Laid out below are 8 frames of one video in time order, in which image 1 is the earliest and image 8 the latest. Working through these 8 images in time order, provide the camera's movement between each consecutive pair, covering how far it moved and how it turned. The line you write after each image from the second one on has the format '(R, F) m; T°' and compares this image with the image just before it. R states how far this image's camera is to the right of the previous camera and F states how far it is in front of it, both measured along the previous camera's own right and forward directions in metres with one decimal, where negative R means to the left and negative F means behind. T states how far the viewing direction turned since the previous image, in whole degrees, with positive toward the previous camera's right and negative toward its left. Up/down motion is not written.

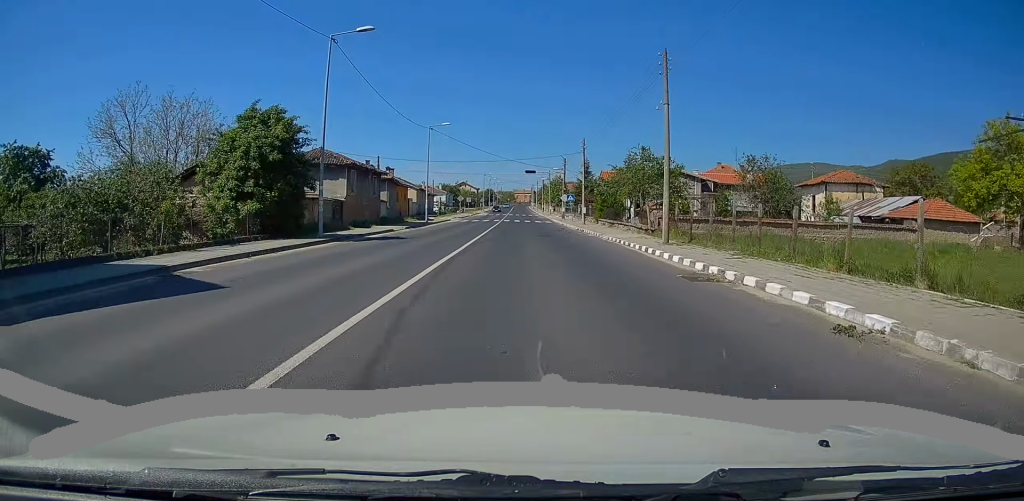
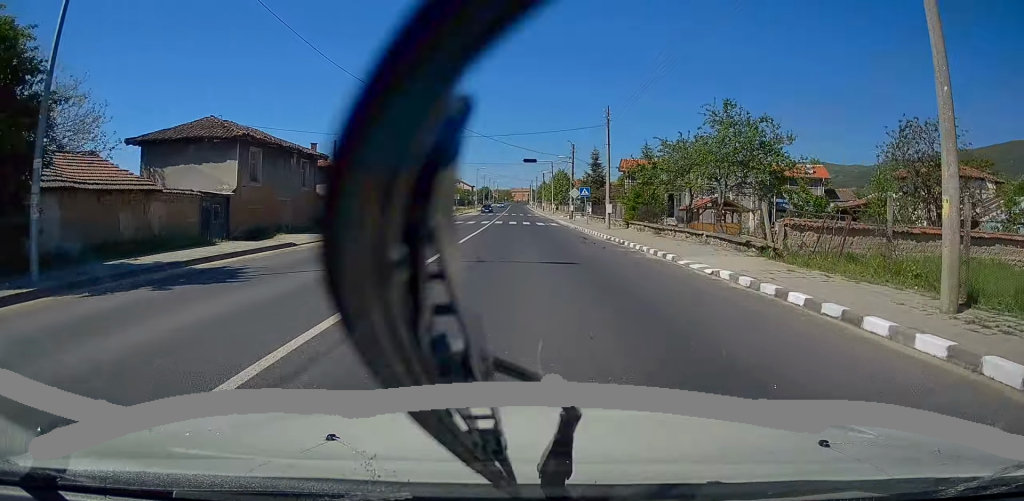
(0.0, +15.6) m; -1°
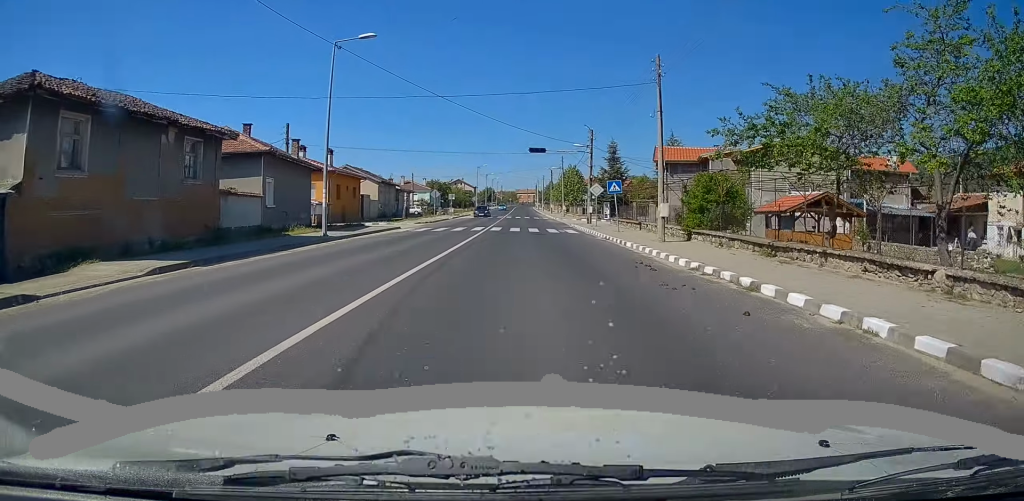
(-0.2, +12.4) m; 0°
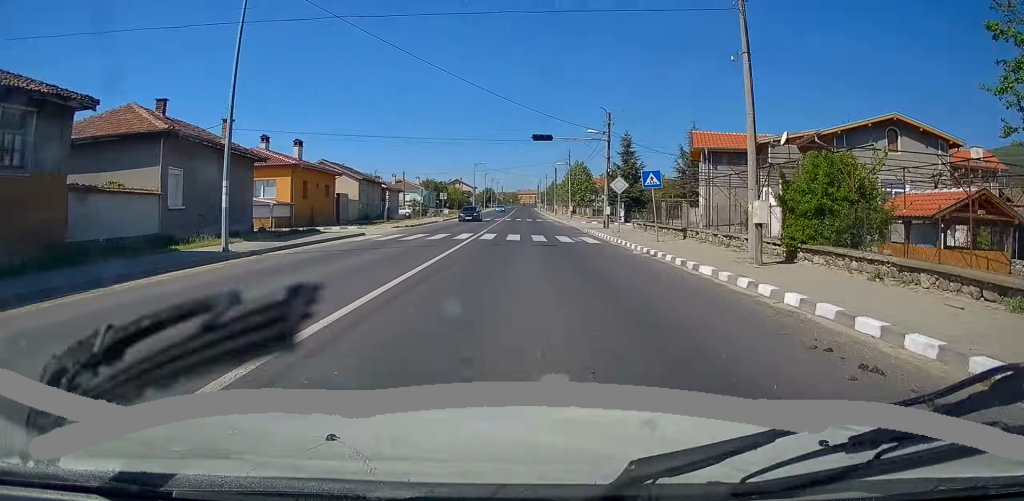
(+0.1, +9.1) m; +1°
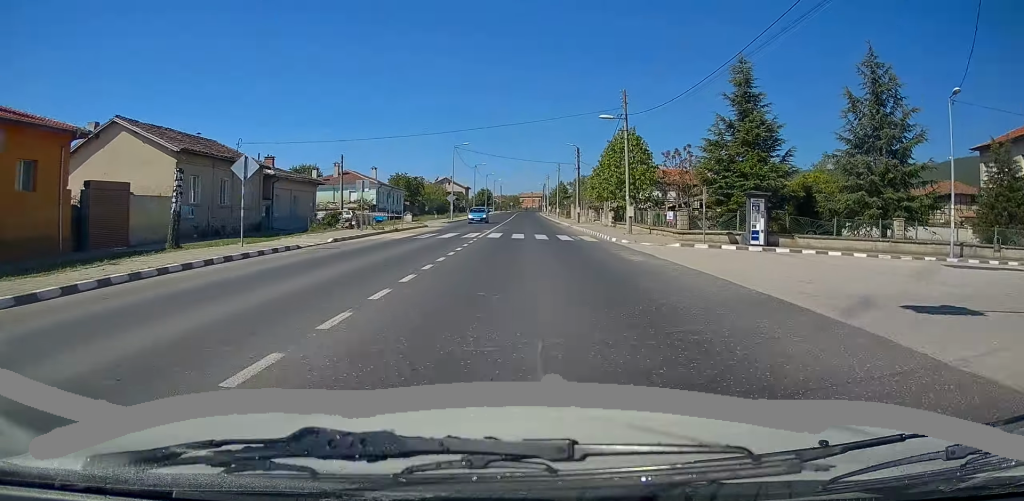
(+0.1, +35.7) m; -1°
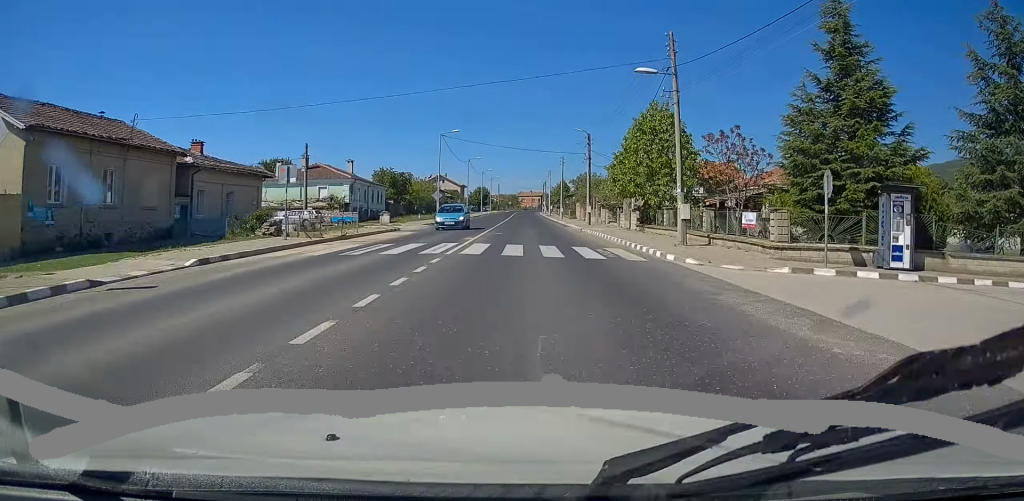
(-0.1, +10.5) m; 0°
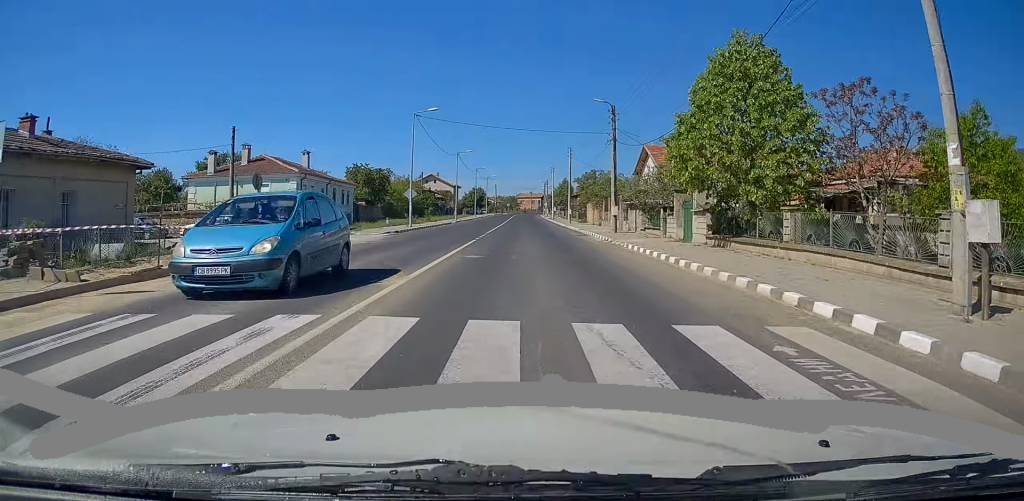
(0.0, +13.8) m; +1°
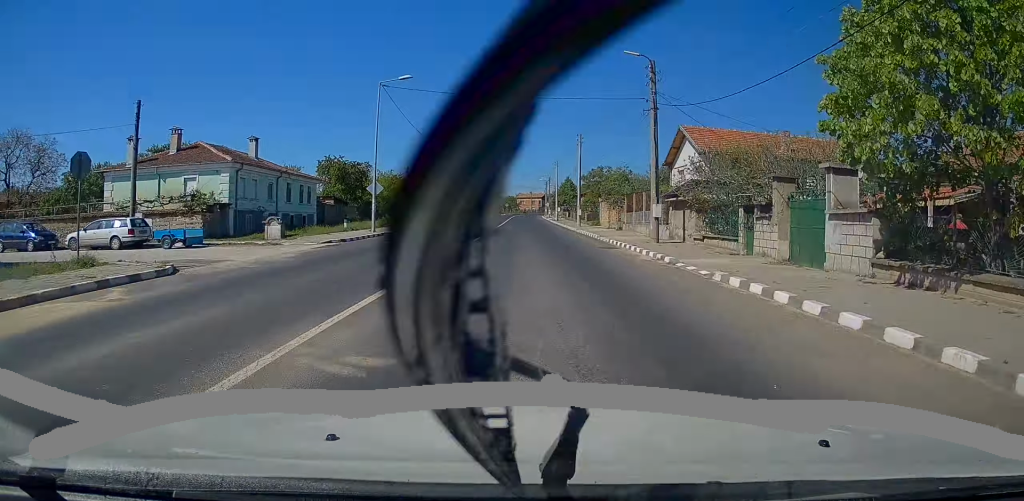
(+0.3, +10.9) m; +1°
